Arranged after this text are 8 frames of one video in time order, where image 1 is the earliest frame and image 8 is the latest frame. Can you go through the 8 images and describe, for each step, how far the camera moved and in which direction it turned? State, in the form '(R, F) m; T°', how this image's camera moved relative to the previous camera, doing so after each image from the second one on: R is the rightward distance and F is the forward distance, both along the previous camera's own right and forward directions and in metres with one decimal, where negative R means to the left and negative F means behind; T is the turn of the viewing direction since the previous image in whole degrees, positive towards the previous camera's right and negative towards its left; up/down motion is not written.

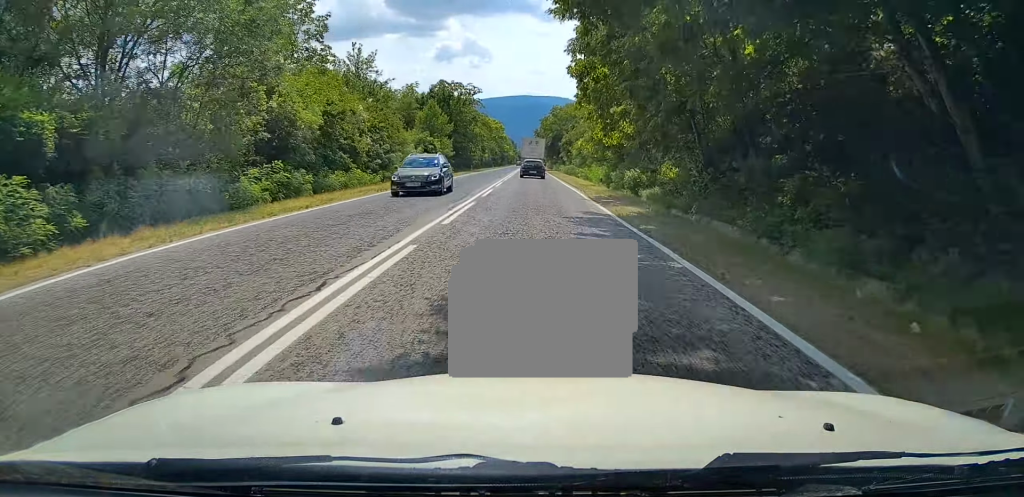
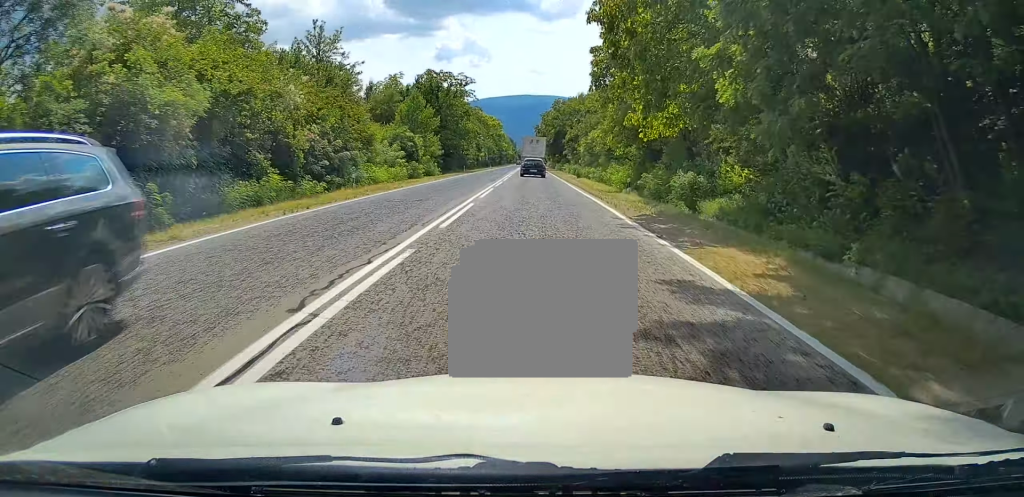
(0.0, +10.2) m; 0°
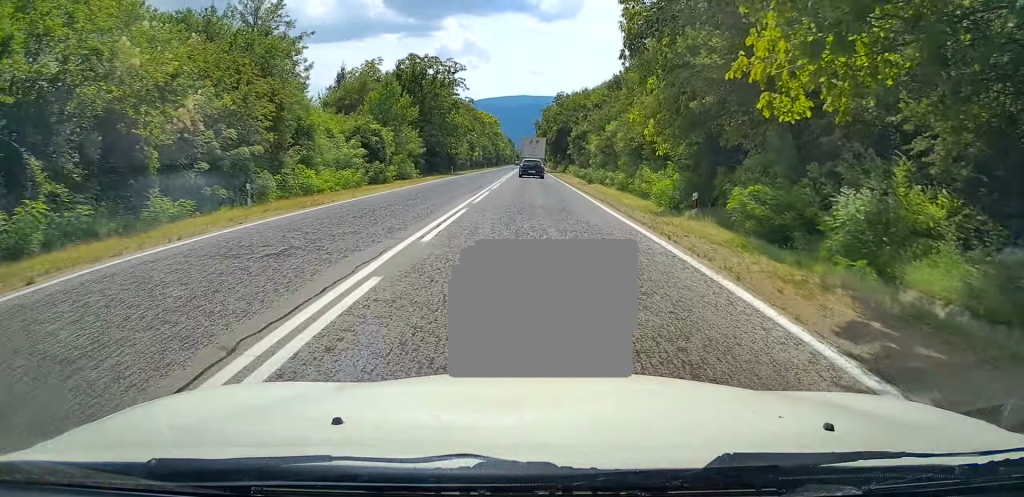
(0.0, +11.0) m; 0°
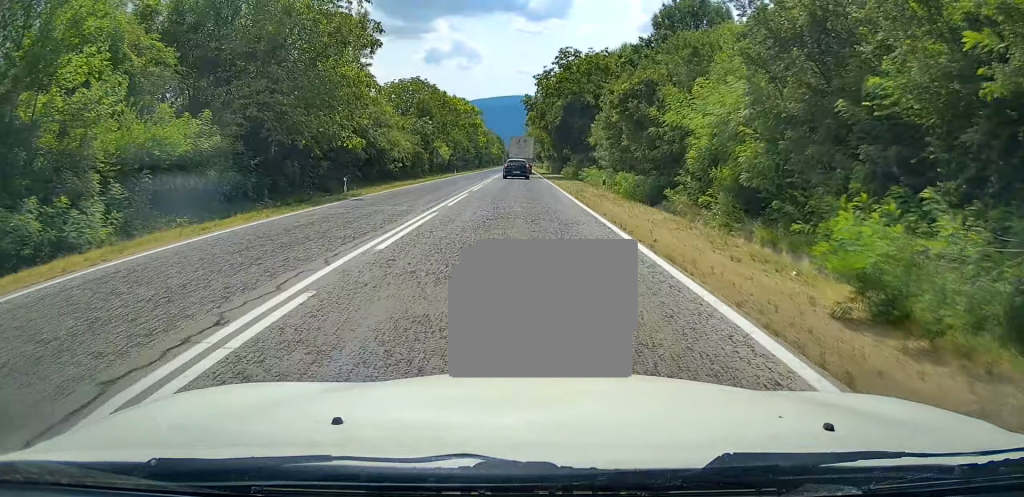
(+0.4, +36.1) m; 0°
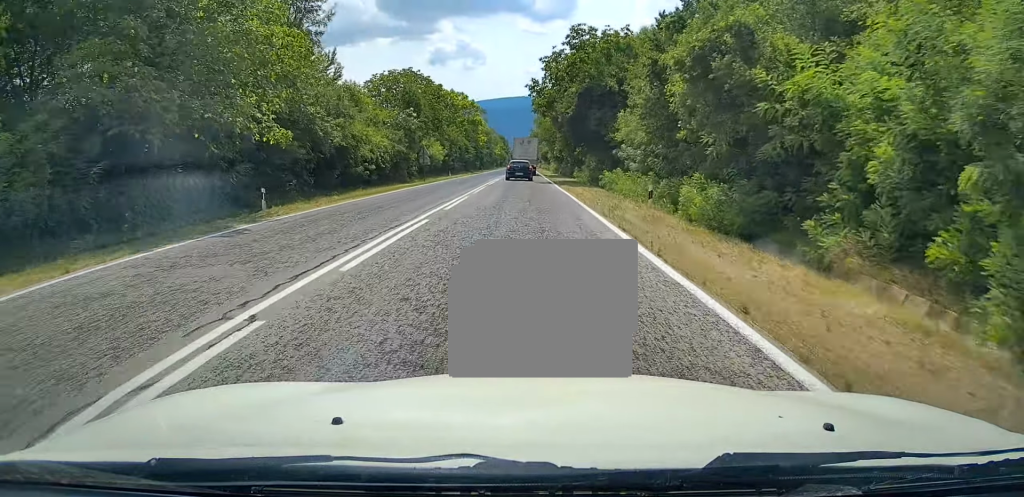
(-0.2, +10.2) m; 0°
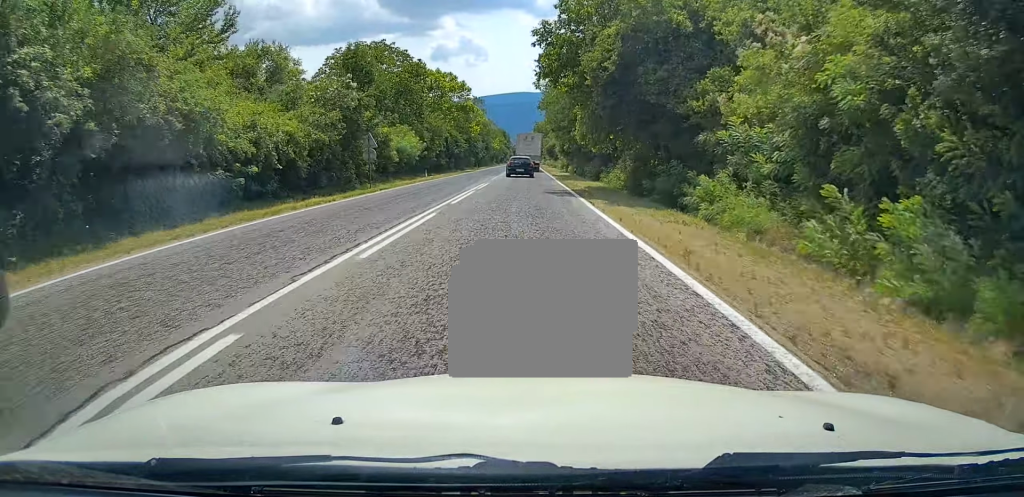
(0.0, +18.0) m; 0°
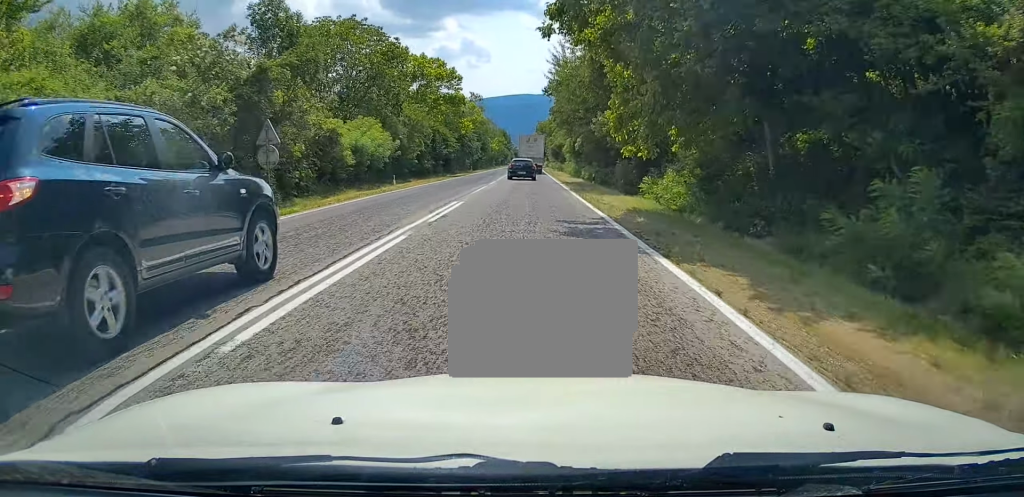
(+0.3, +13.2) m; 0°
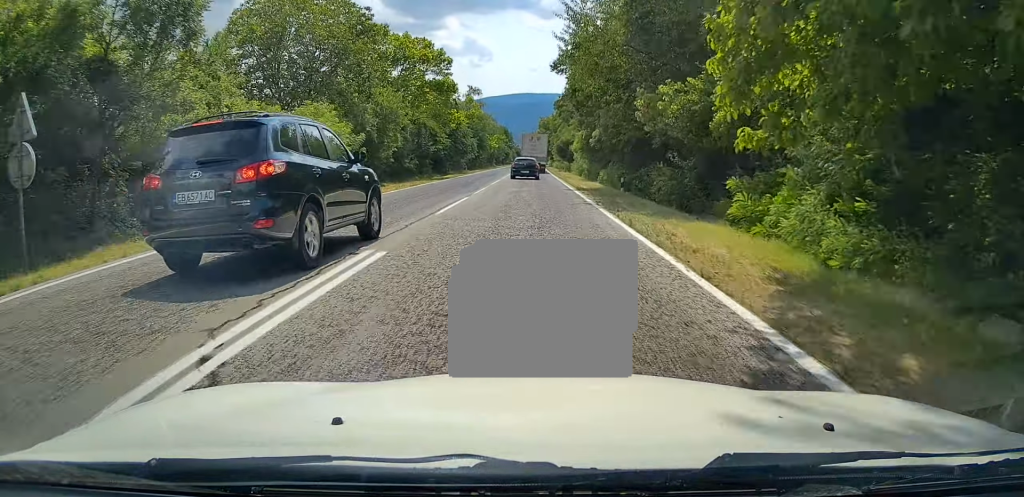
(-0.3, +10.7) m; 0°
